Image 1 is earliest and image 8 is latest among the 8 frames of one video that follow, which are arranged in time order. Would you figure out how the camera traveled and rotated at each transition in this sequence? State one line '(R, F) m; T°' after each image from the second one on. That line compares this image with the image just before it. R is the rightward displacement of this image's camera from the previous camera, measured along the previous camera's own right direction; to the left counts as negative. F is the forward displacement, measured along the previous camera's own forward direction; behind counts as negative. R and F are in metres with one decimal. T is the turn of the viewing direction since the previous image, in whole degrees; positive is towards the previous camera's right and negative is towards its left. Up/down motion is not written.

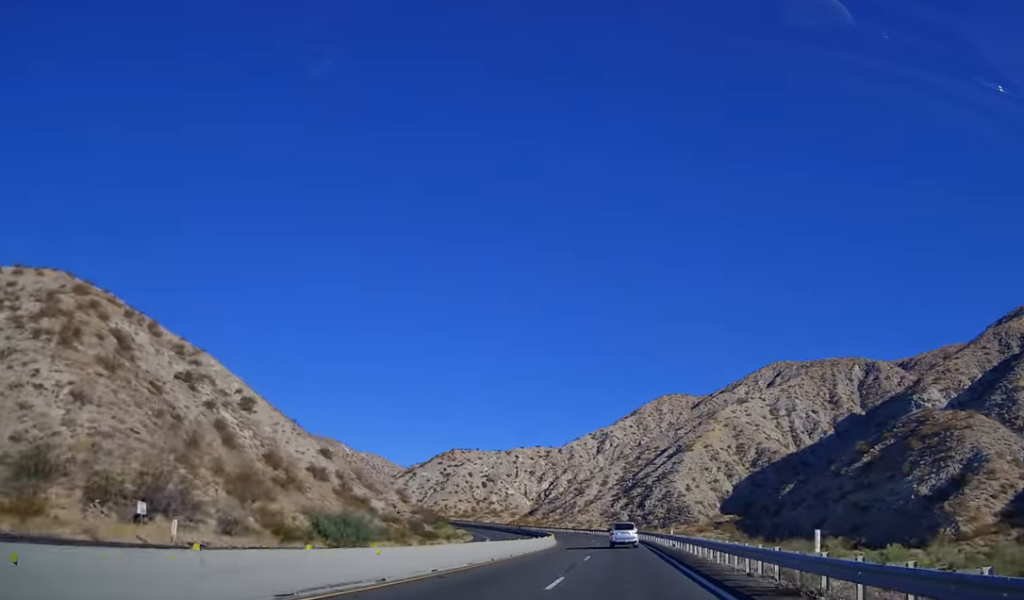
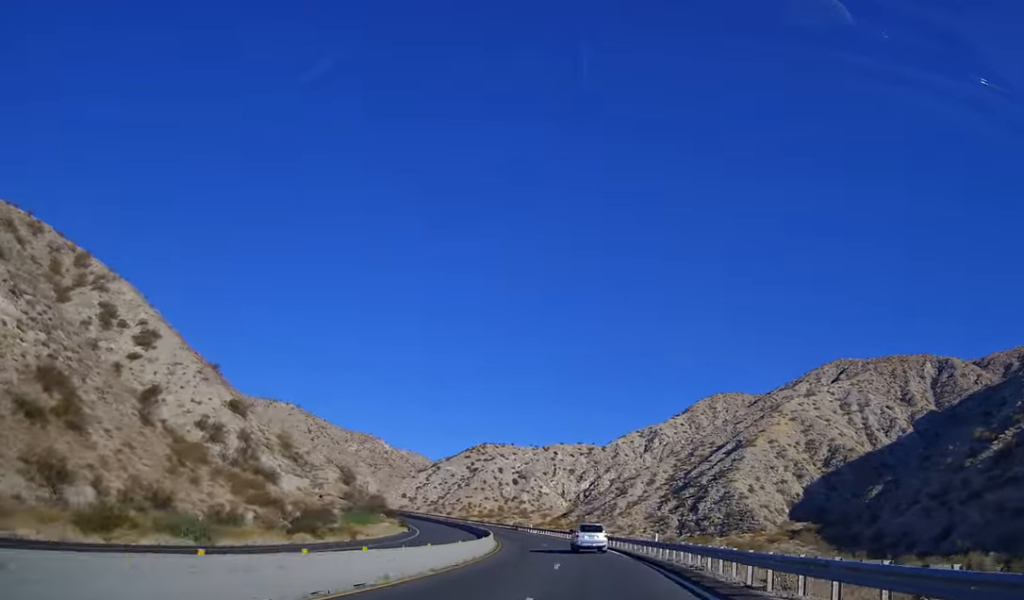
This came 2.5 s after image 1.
(-0.2, +62.5) m; -3°
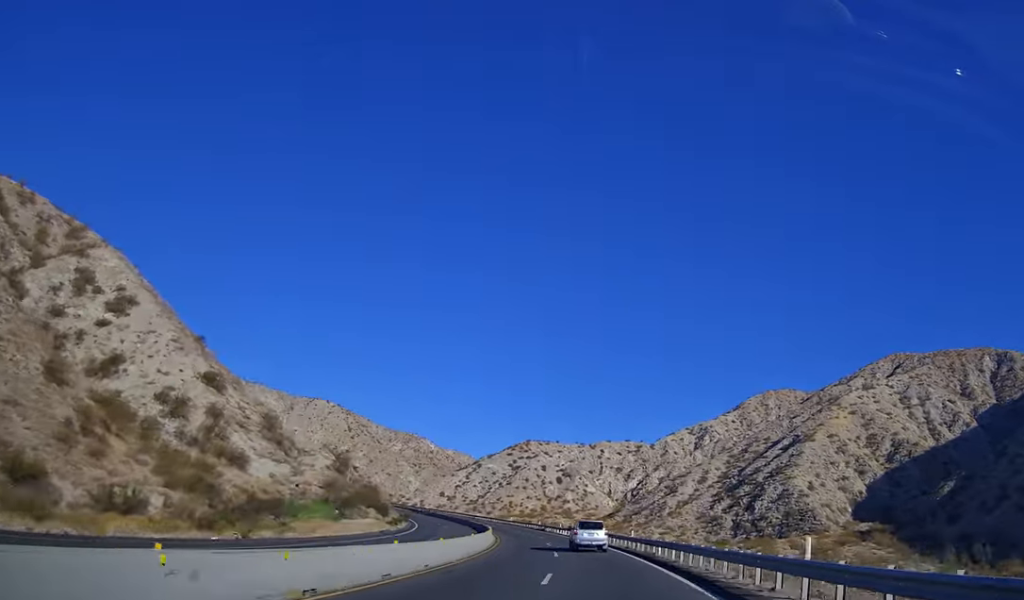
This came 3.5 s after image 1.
(+0.2, +23.0) m; -4°
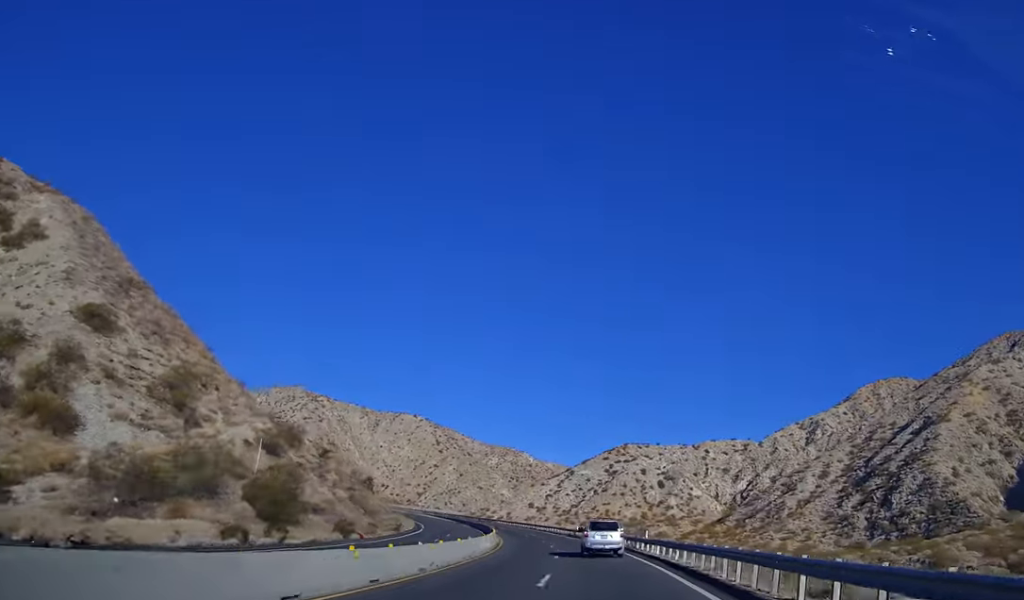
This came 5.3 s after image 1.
(-3.6, +44.5) m; -6°
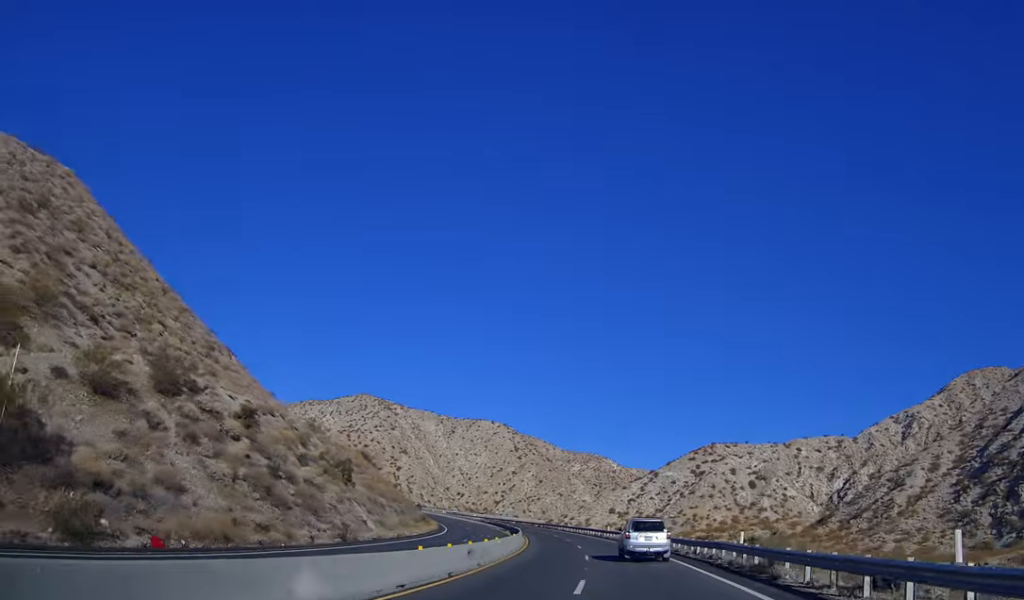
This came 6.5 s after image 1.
(-1.2, +30.3) m; -4°
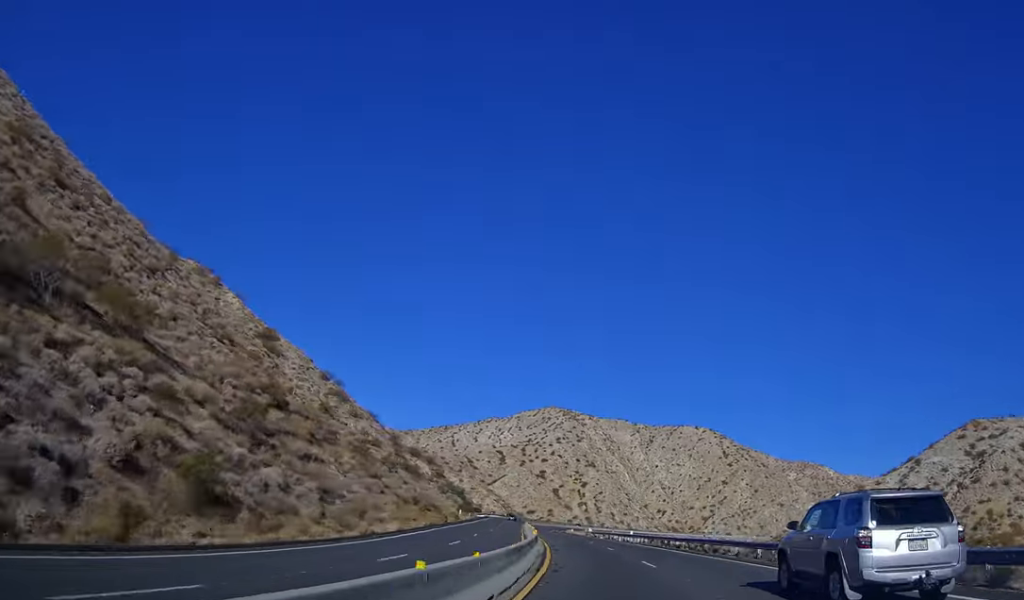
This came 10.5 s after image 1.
(-16.6, +102.6) m; -20°
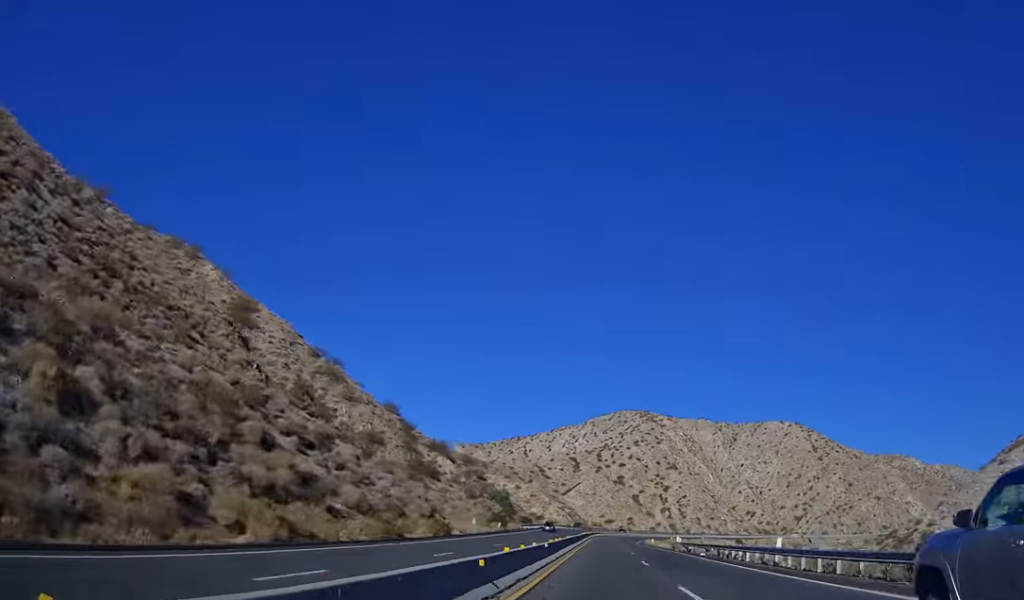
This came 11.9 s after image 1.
(-1.4, +38.3) m; -6°
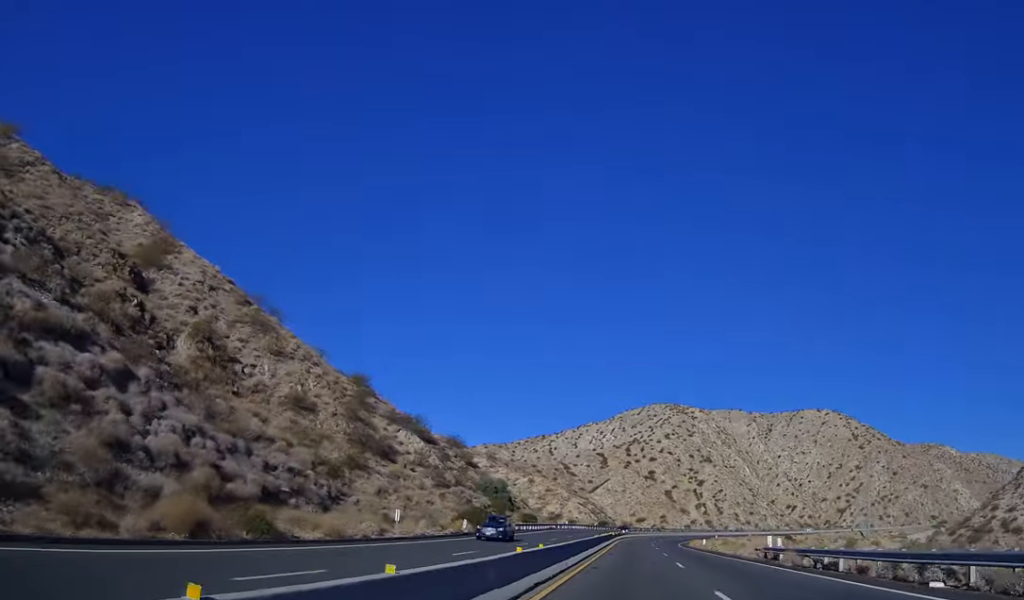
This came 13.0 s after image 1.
(-2.1, +31.4) m; -4°
